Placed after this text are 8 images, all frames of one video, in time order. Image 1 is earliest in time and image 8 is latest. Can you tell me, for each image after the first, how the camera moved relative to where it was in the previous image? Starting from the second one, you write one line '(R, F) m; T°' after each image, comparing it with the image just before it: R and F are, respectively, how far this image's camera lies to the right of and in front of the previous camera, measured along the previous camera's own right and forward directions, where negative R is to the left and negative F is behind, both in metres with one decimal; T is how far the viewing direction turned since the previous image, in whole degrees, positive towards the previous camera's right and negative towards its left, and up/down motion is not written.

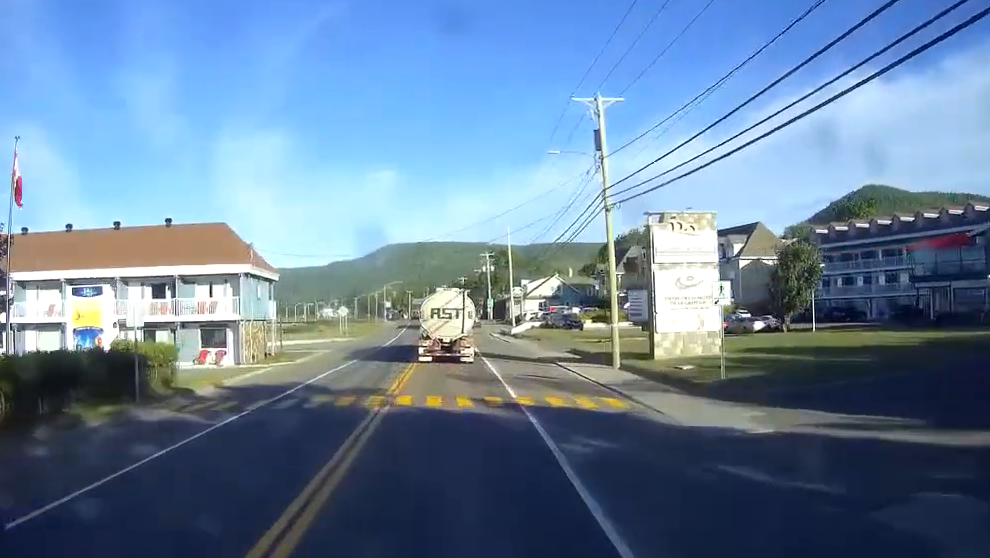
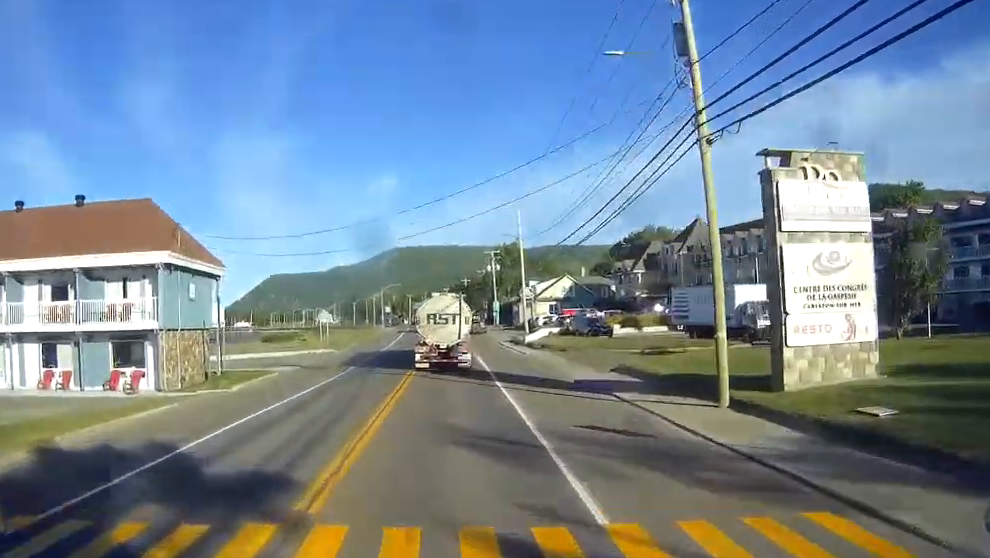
(0.0, +14.5) m; 0°
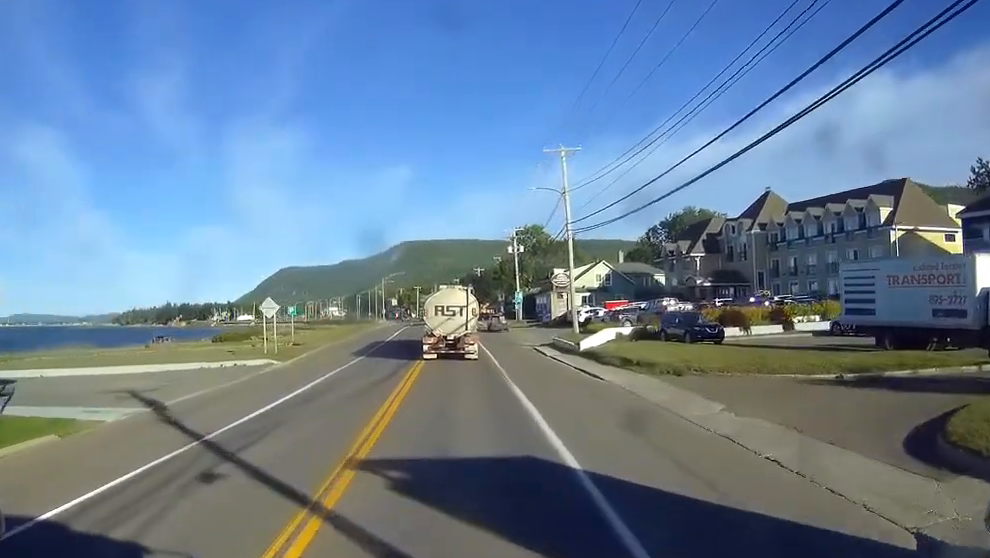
(-0.2, +25.9) m; -1°
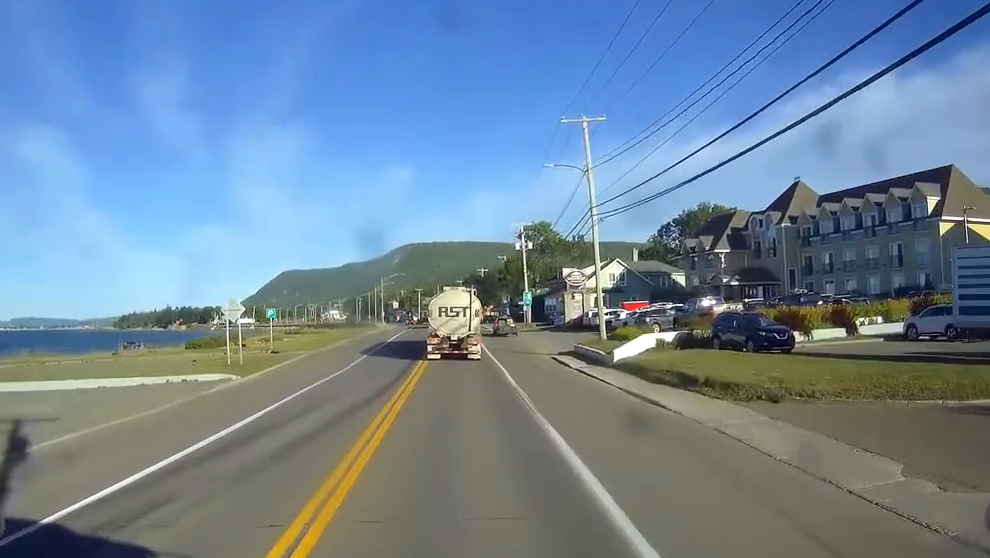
(-0.1, +8.8) m; 0°
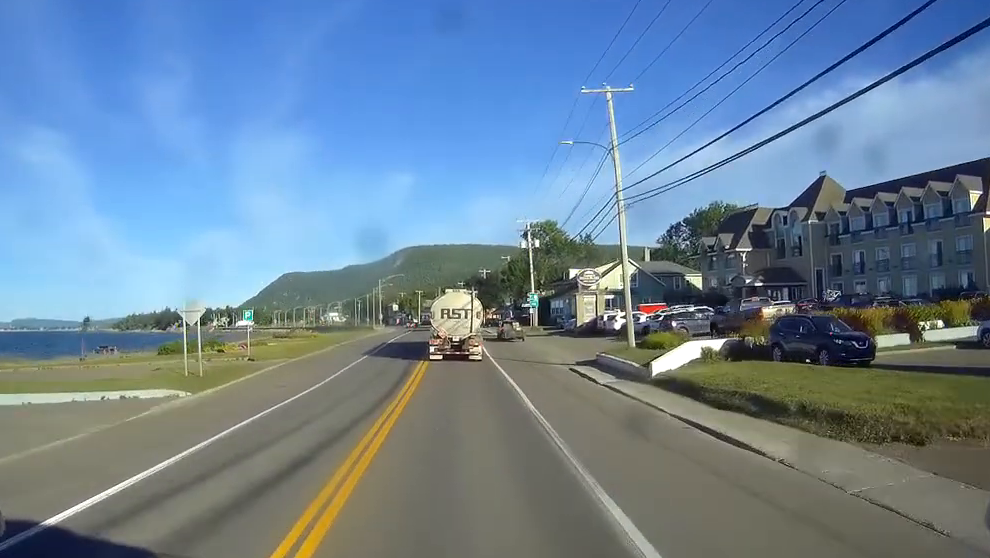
(0.0, +6.8) m; 0°
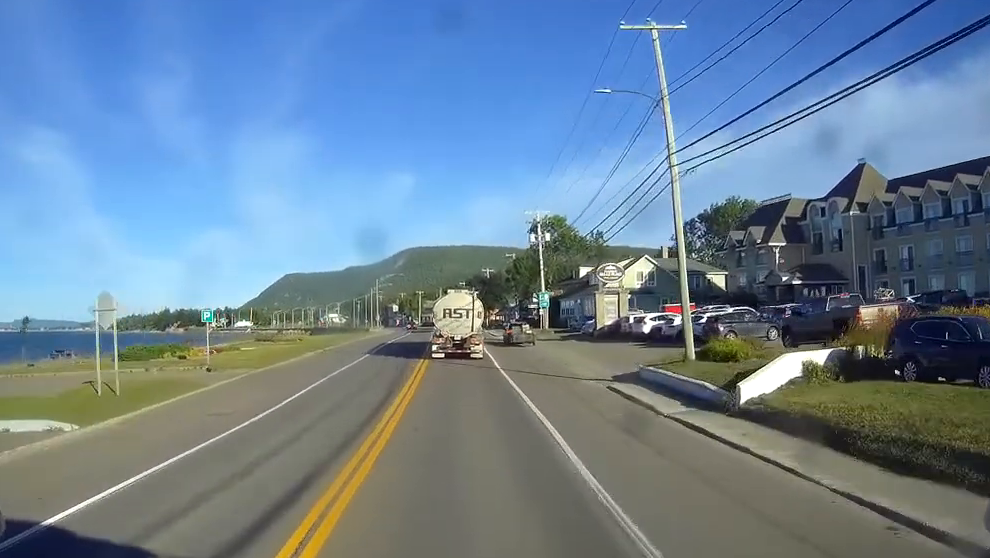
(0.0, +9.1) m; 0°
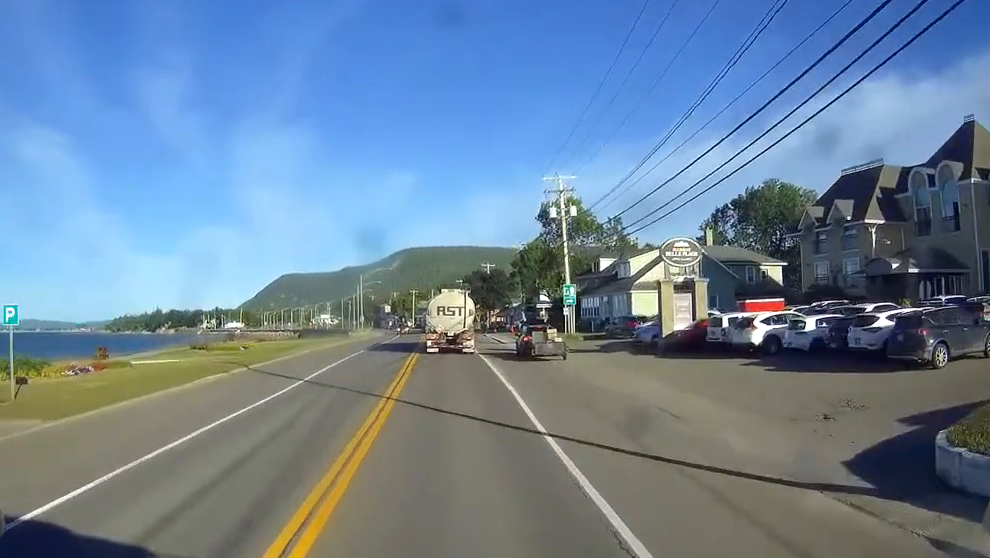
(+0.3, +20.5) m; +1°
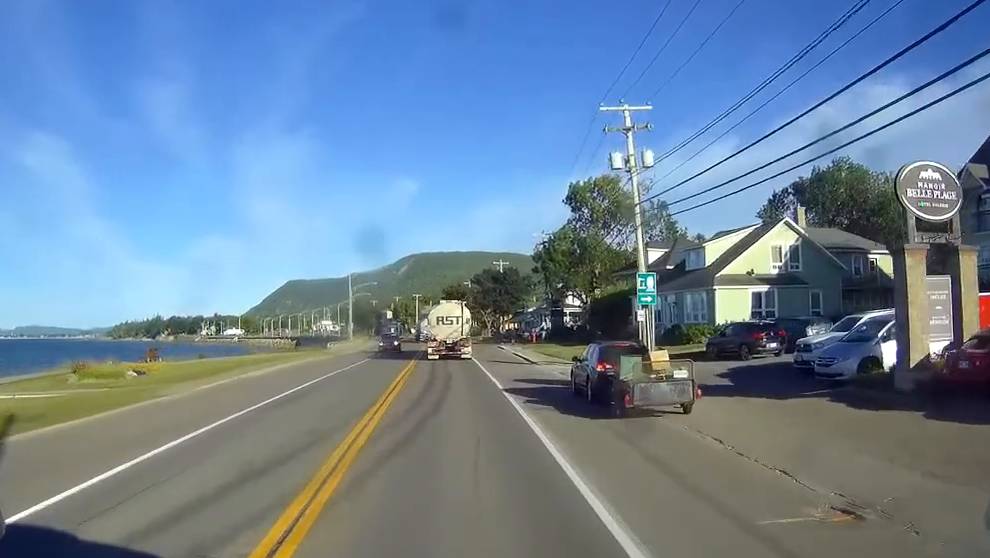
(-0.1, +22.6) m; 0°
